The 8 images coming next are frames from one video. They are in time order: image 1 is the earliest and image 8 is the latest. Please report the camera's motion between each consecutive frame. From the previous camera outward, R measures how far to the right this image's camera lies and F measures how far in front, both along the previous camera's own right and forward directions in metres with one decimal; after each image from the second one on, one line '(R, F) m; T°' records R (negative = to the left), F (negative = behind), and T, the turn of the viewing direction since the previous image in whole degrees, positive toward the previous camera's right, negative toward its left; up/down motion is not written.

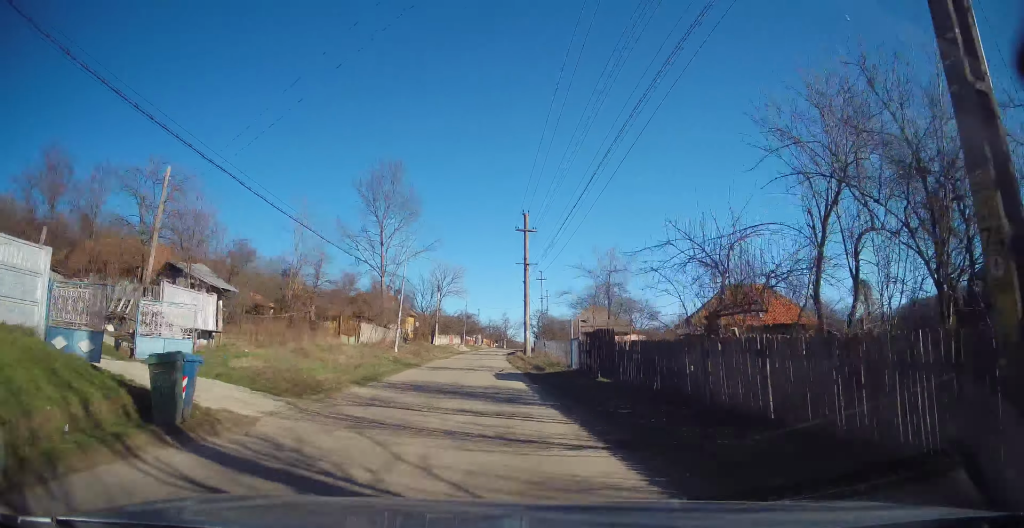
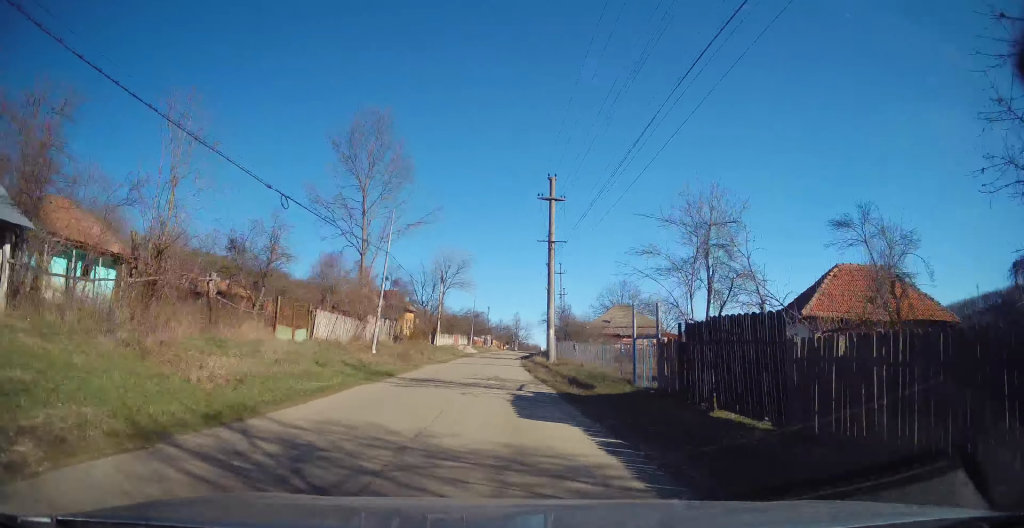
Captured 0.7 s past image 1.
(-0.2, +10.4) m; -2°
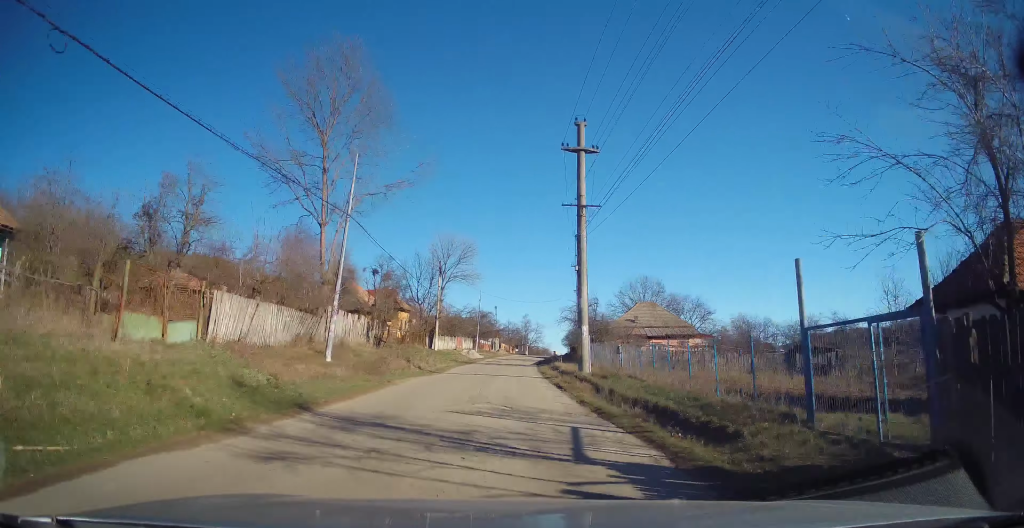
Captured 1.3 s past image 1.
(-0.3, +9.4) m; 0°
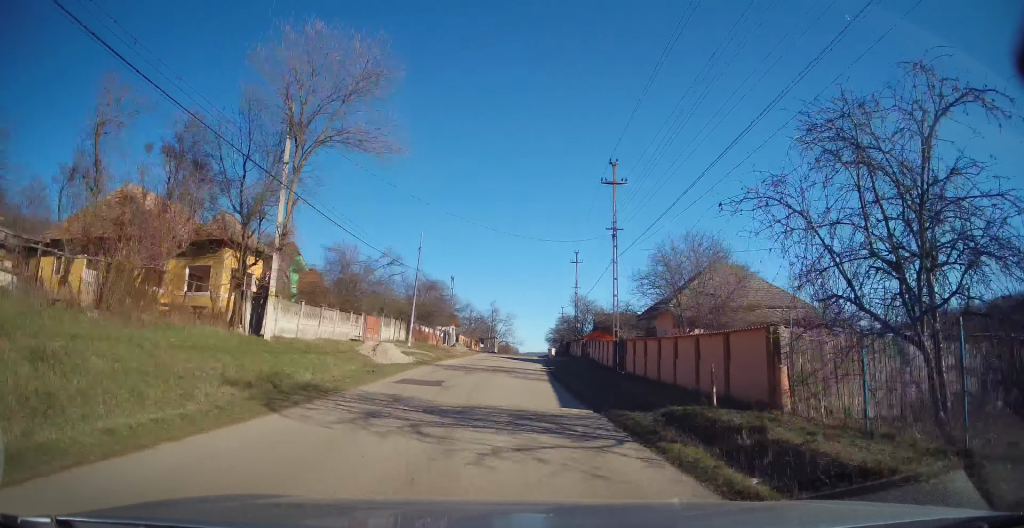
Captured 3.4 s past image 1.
(+1.0, +32.9) m; +4°
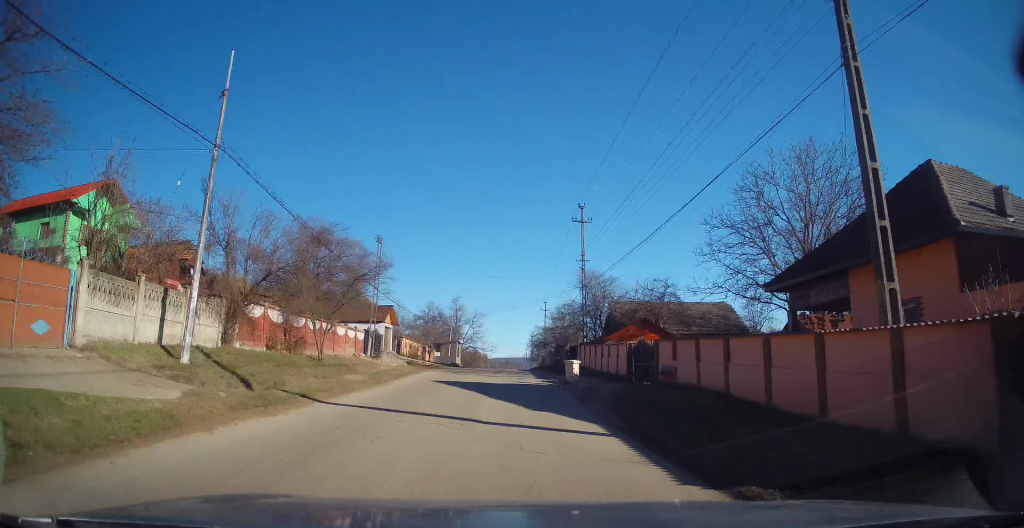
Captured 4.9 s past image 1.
(+0.7, +24.3) m; +3°
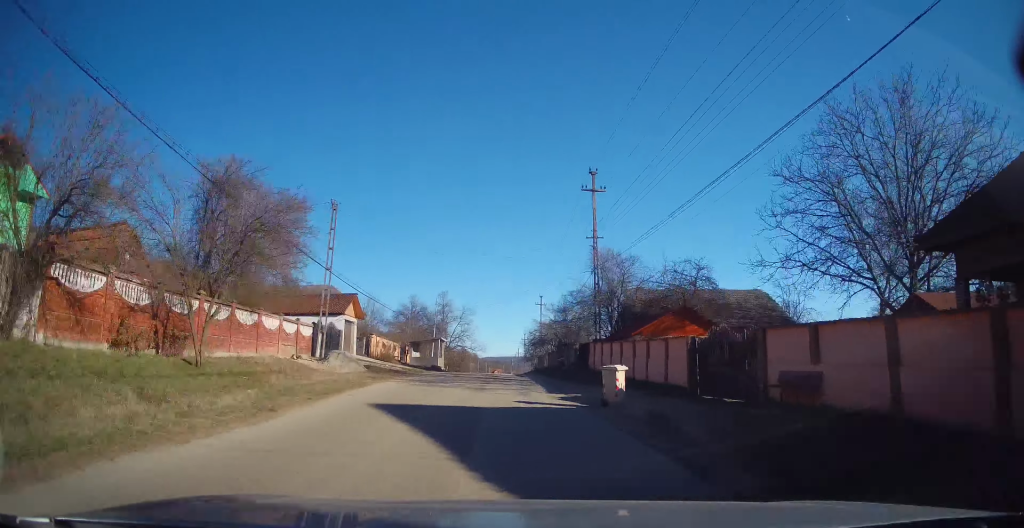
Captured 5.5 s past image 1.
(-0.1, +8.2) m; +1°
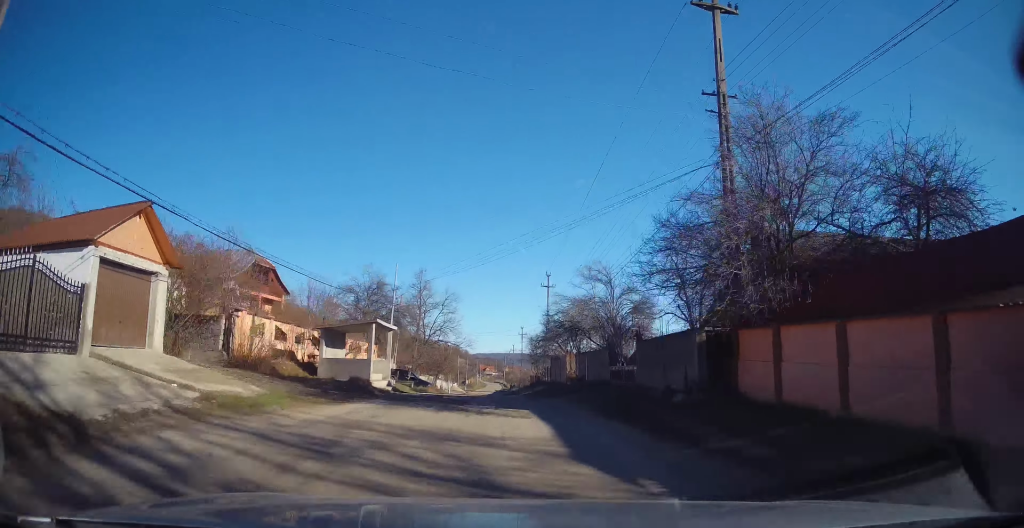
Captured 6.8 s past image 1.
(+0.4, +19.8) m; 0°
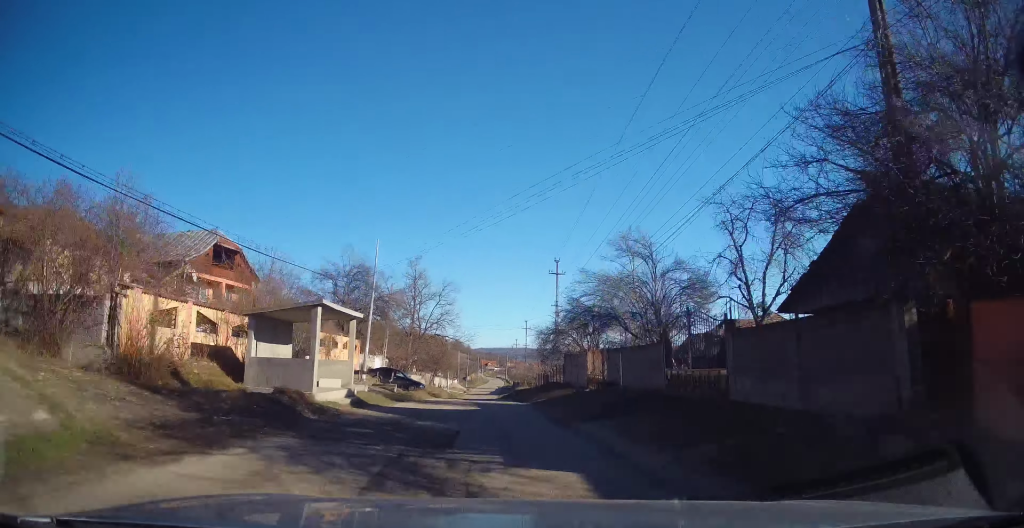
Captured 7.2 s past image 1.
(-0.2, +6.6) m; 0°
